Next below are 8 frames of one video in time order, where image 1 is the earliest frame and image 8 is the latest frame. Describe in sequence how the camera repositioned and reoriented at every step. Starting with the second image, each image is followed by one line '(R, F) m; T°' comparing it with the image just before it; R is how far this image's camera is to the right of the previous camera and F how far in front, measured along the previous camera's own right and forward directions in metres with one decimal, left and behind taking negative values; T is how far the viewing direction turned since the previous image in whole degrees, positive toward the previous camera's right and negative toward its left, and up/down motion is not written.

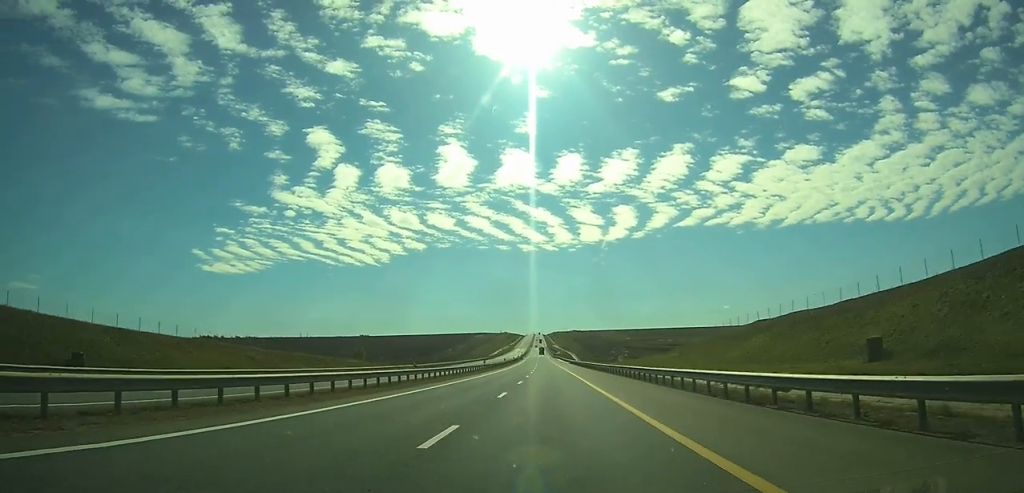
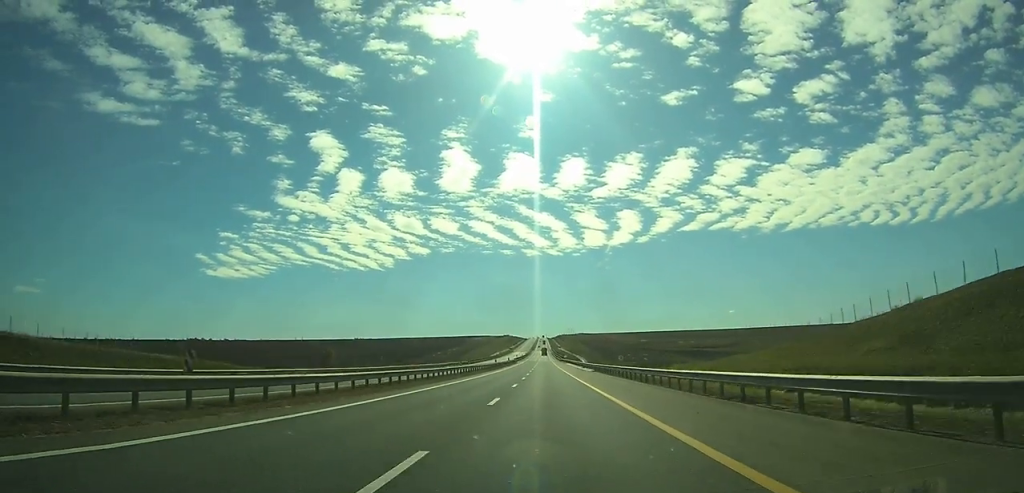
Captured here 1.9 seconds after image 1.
(-0.5, +63.5) m; -1°
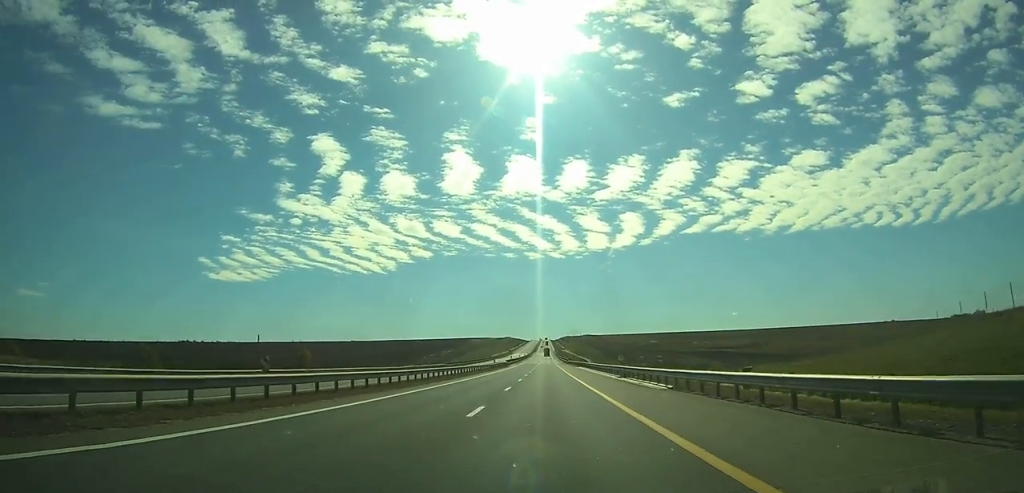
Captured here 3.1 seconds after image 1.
(-0.1, +39.7) m; 0°
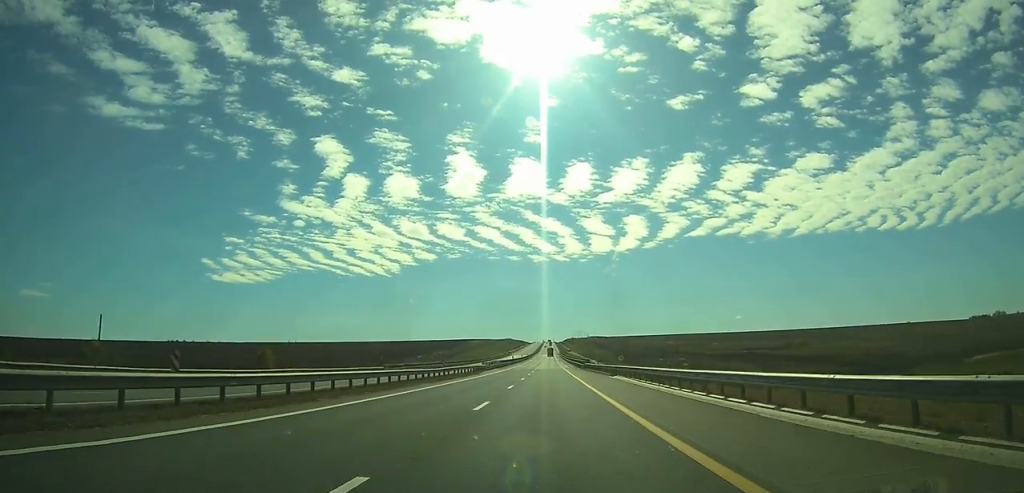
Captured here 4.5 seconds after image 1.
(-0.1, +46.3) m; 0°
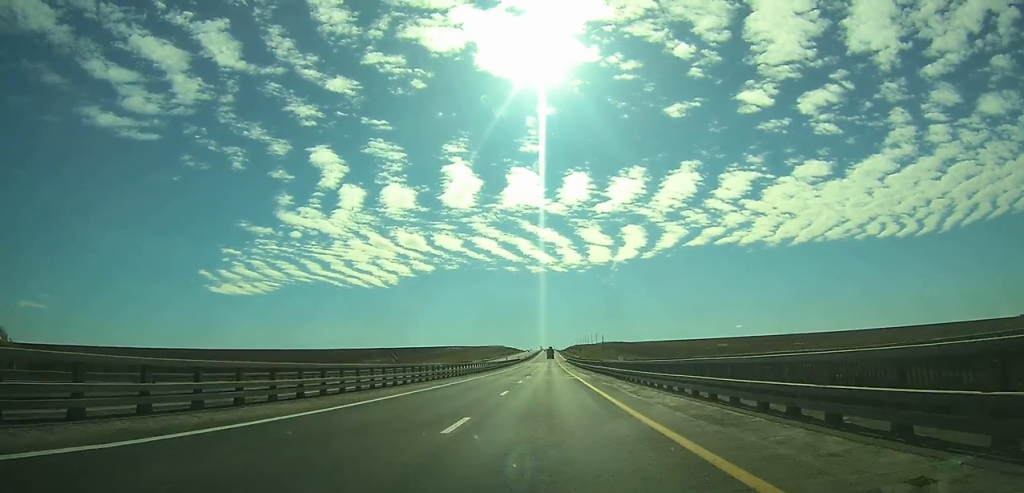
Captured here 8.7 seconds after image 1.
(-0.2, +136.7) m; 0°
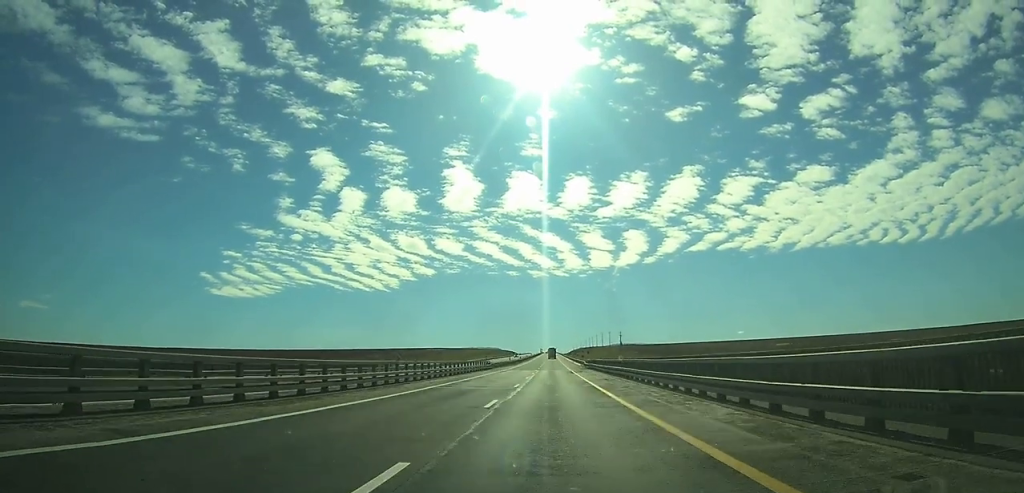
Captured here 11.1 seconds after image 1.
(0.0, +78.0) m; 0°
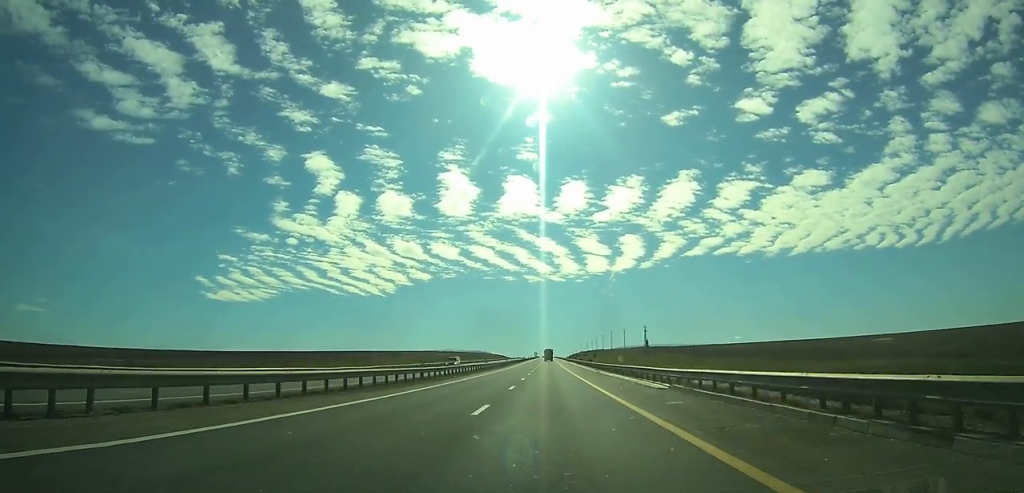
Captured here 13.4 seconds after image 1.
(0.0, +74.2) m; 0°
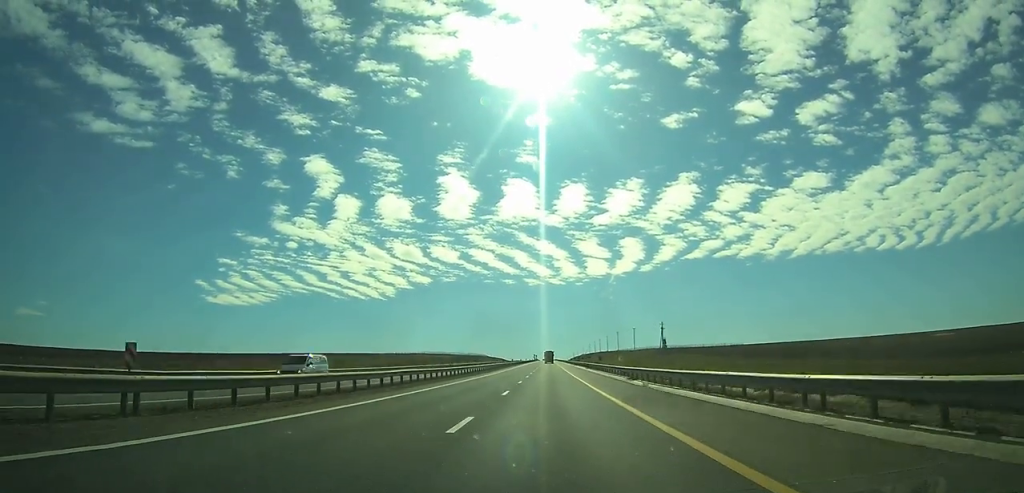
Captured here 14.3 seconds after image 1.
(0.0, +27.2) m; 0°
